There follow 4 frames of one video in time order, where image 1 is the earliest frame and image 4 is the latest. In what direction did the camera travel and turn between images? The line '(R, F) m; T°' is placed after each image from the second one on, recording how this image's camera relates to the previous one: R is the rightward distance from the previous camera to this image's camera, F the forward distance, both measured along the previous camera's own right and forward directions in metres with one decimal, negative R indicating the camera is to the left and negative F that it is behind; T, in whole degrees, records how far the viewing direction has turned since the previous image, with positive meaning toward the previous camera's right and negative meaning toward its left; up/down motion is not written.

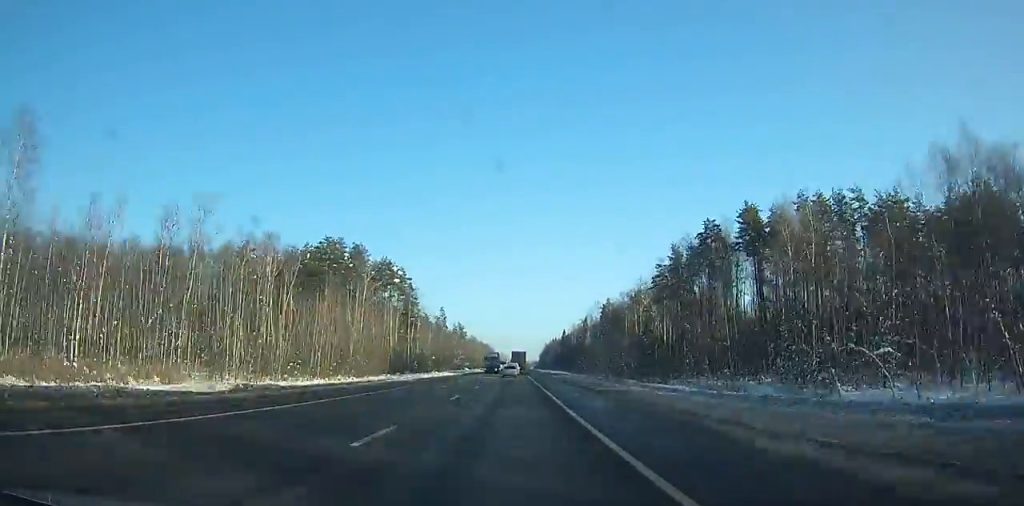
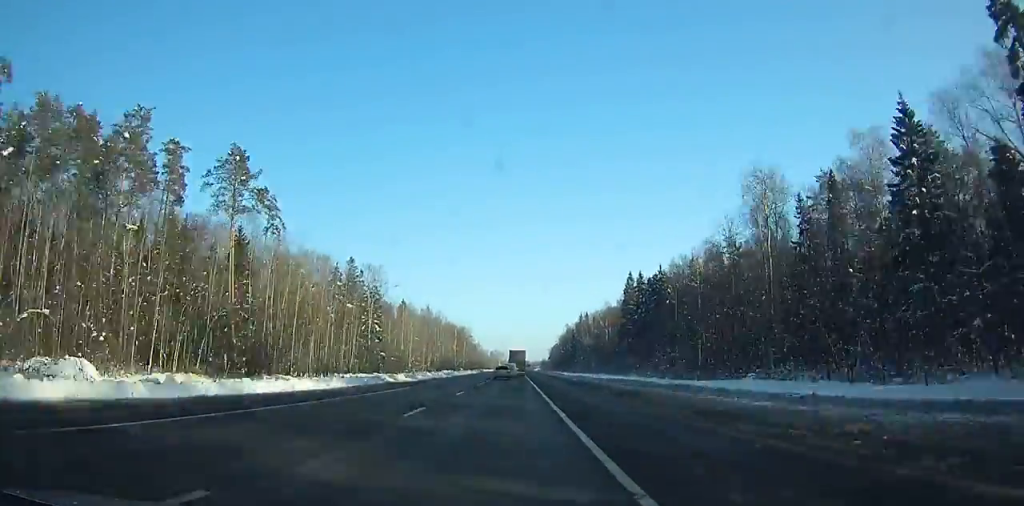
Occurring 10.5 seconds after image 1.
(+0.8, +253.3) m; 0°
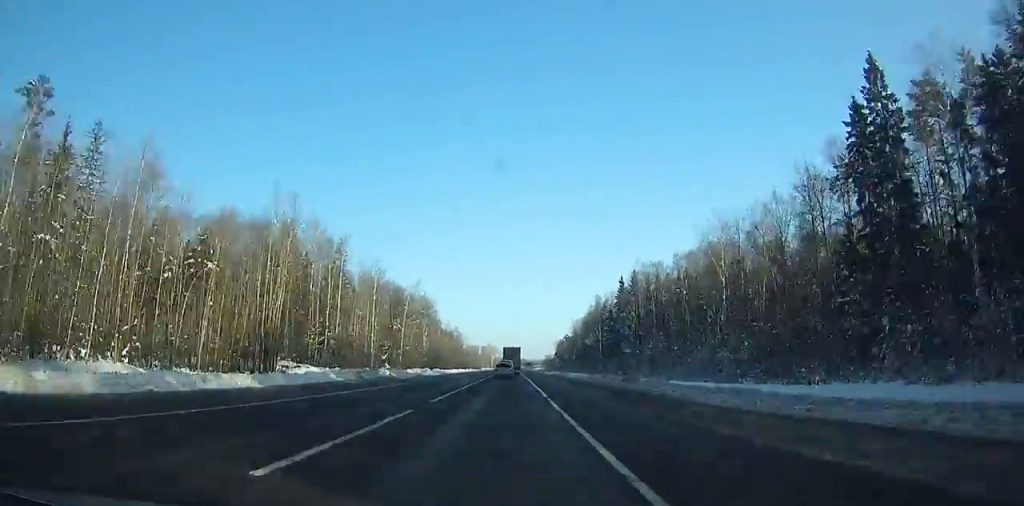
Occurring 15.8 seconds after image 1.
(-0.3, +133.9) m; 0°
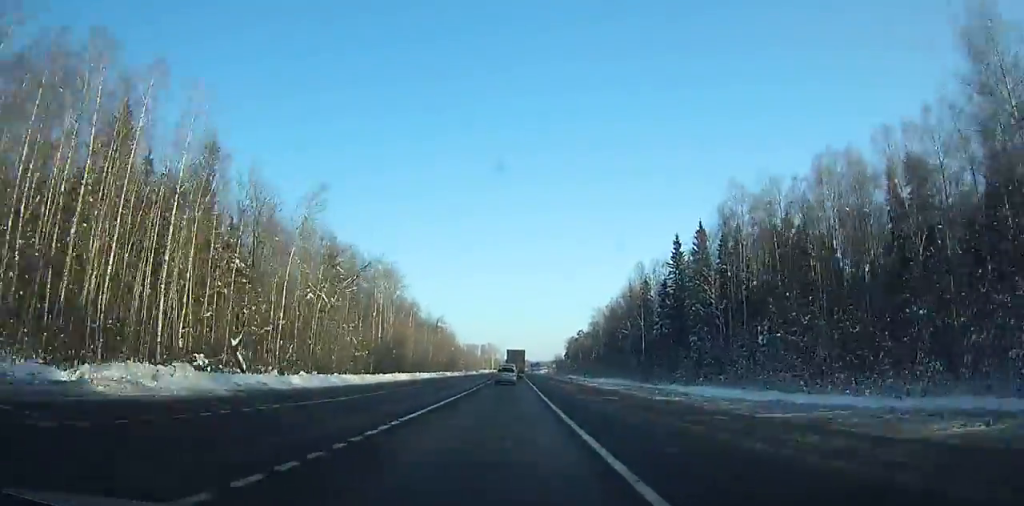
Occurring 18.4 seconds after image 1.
(-0.2, +68.2) m; 0°
